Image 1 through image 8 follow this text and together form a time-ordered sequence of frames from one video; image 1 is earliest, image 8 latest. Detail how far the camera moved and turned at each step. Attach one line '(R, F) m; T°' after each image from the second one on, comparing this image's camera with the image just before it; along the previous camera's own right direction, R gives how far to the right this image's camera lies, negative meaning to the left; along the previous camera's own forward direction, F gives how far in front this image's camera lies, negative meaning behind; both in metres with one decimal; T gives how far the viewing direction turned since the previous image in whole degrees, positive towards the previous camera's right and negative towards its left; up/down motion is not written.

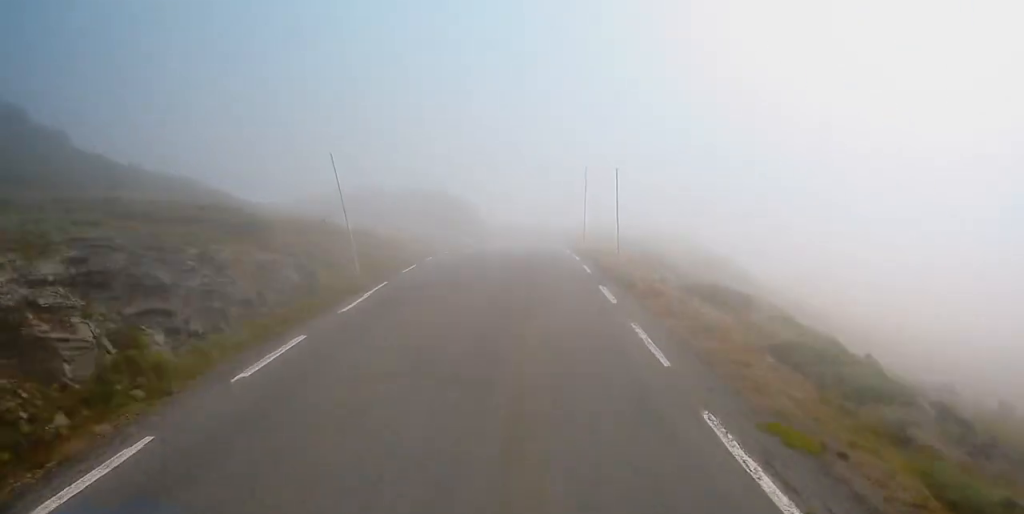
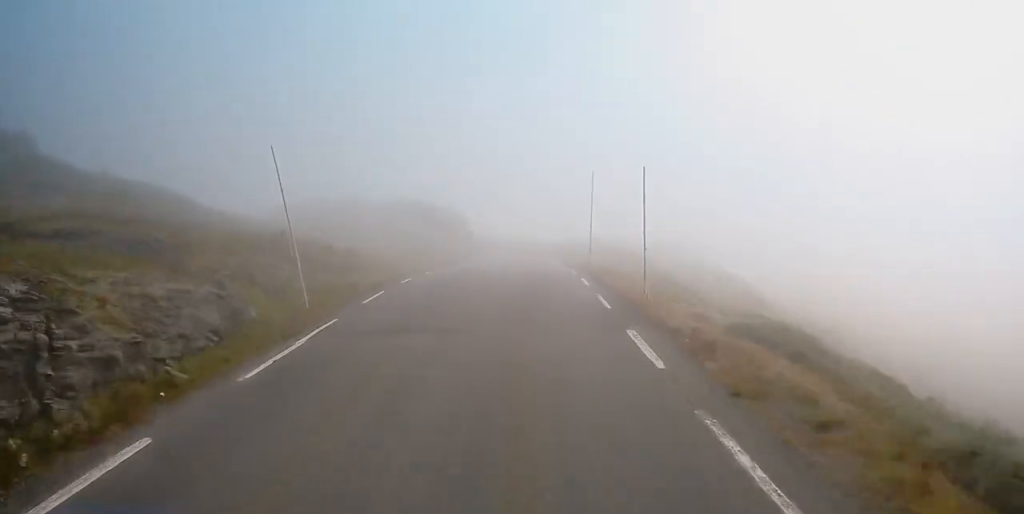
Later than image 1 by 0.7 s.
(-0.4, +5.7) m; 0°
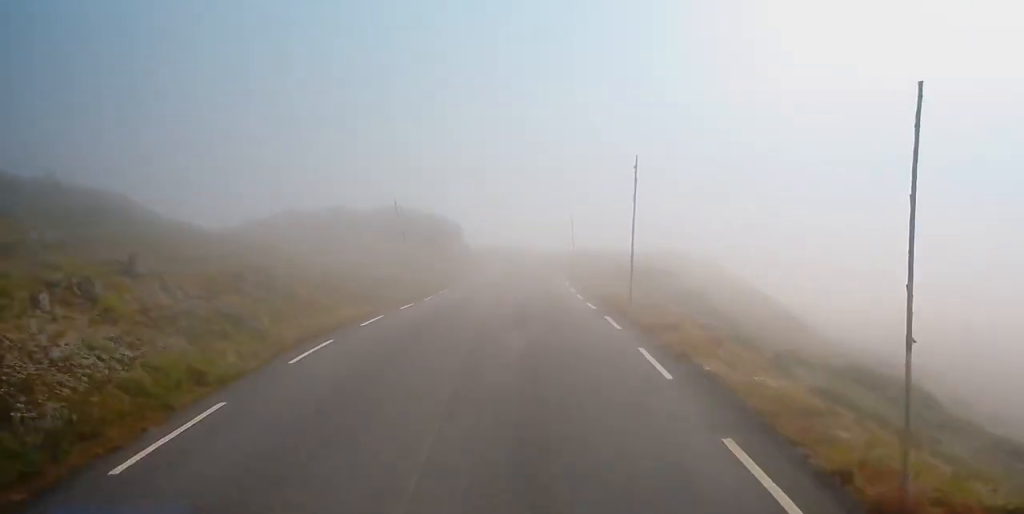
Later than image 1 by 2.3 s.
(+0.7, +12.0) m; +3°
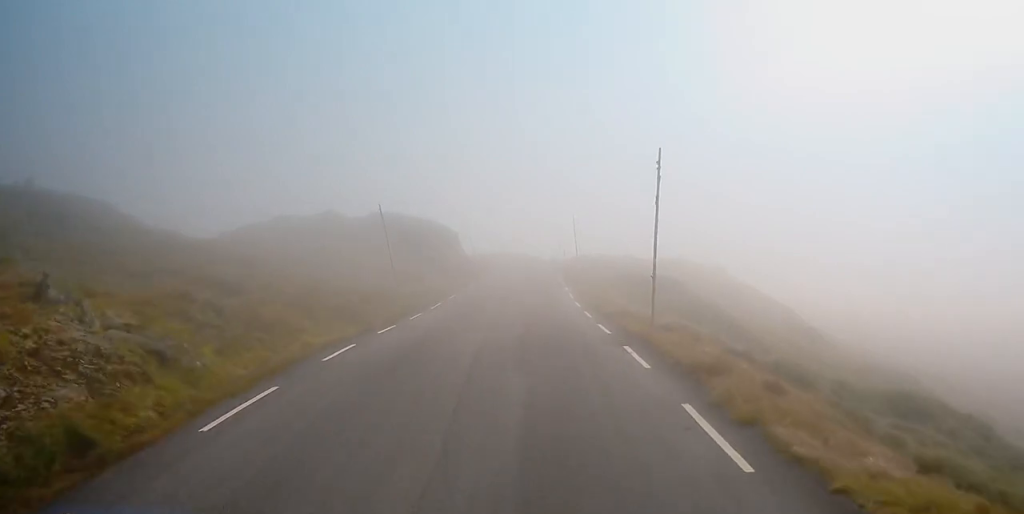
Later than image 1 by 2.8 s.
(+0.1, +3.7) m; -2°
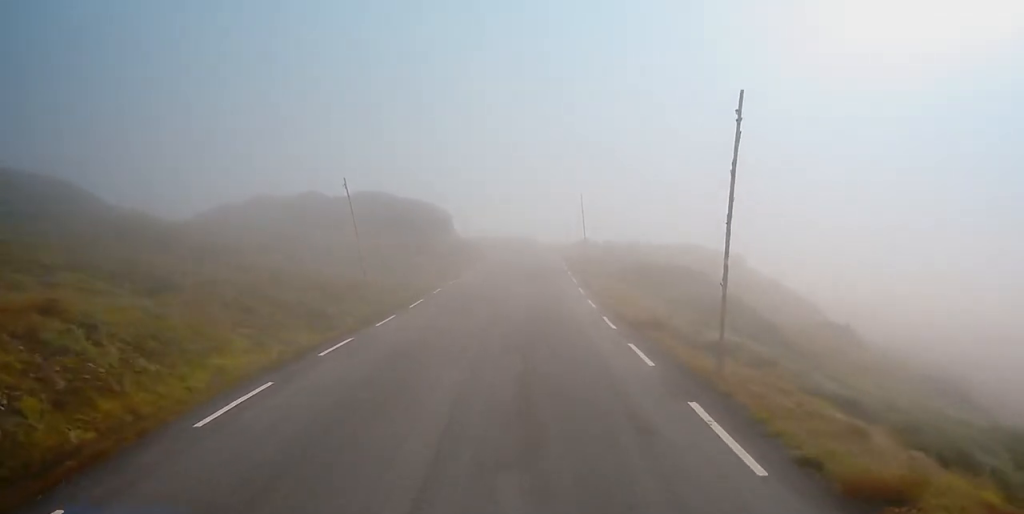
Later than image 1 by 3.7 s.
(-0.4, +6.1) m; 0°
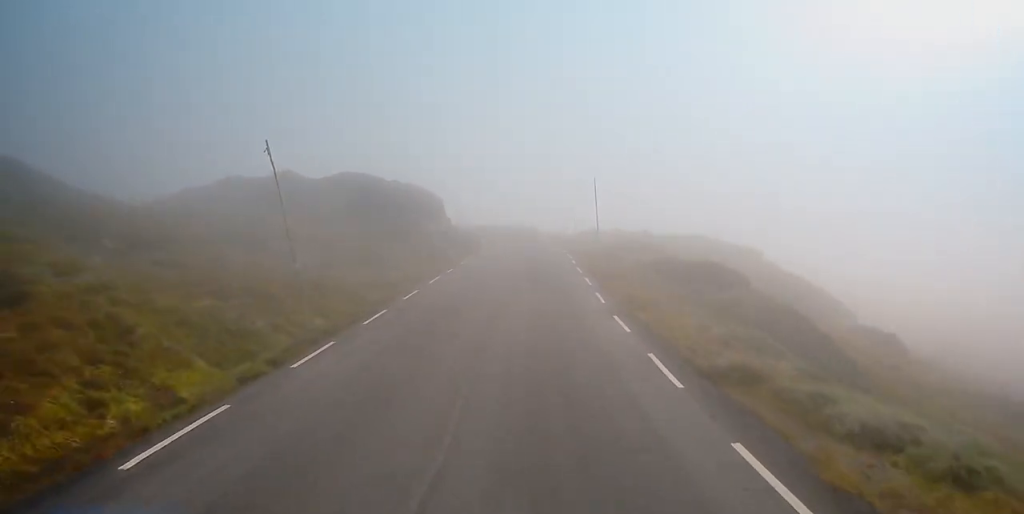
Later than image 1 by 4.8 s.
(+0.4, +7.9) m; +4°
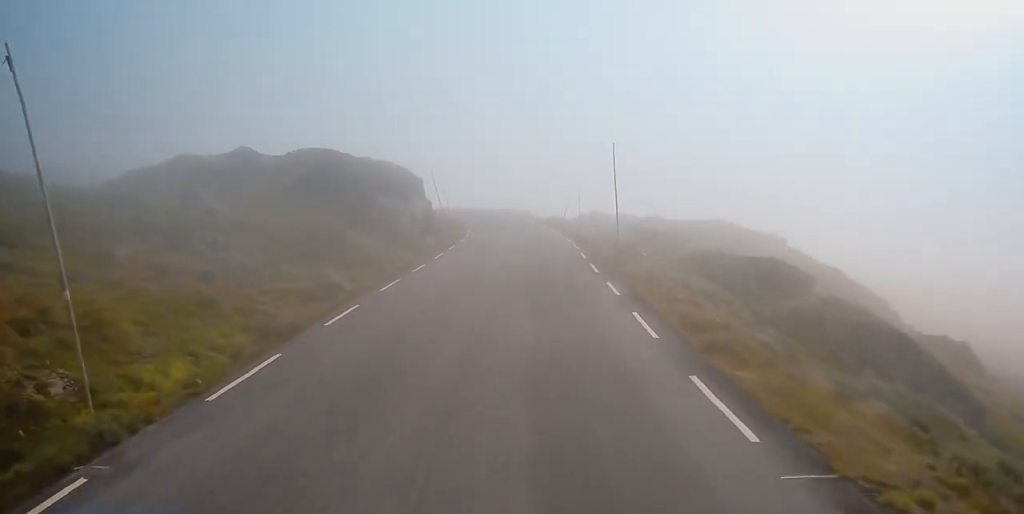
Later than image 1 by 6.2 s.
(-0.3, +9.8) m; -4°
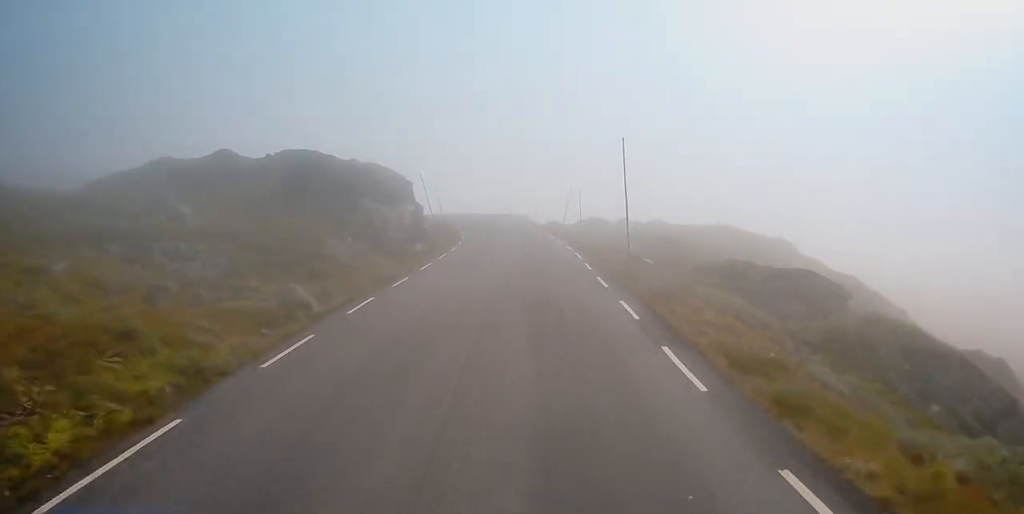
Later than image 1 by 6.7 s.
(-0.3, +3.9) m; 0°
